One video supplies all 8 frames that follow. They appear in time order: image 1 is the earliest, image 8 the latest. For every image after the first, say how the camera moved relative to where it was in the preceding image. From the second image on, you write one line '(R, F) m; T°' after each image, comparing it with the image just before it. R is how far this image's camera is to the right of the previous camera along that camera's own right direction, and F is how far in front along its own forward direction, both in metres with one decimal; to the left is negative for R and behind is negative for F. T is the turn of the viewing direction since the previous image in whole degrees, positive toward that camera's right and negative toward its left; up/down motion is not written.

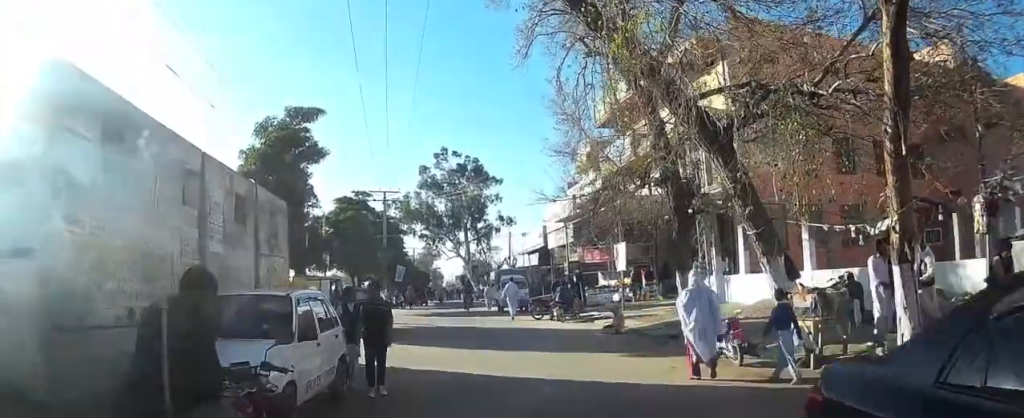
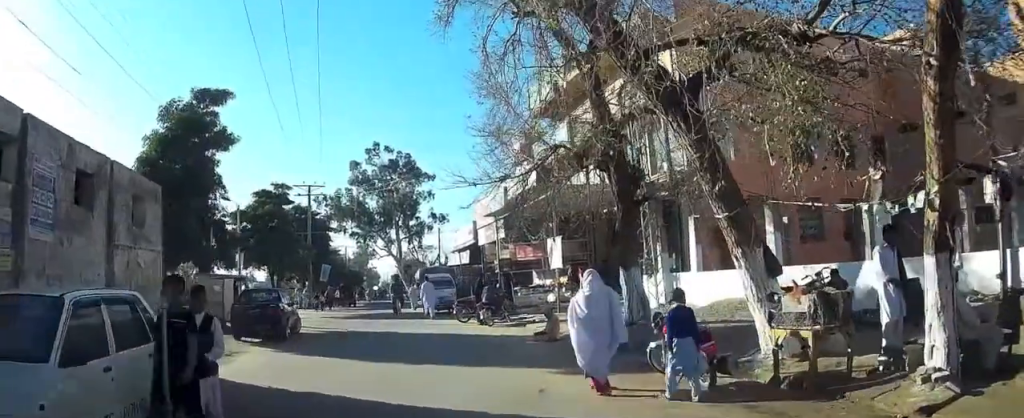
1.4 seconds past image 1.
(-0.1, +2.7) m; -4°
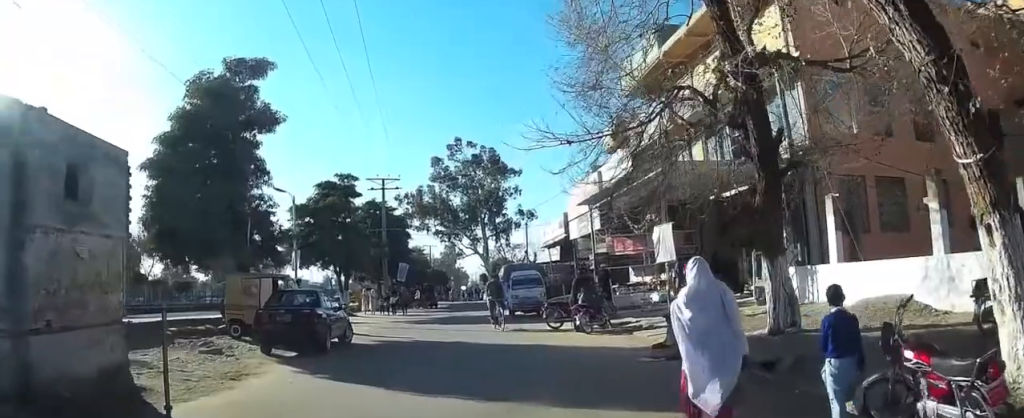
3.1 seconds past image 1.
(-0.5, +4.6) m; -12°
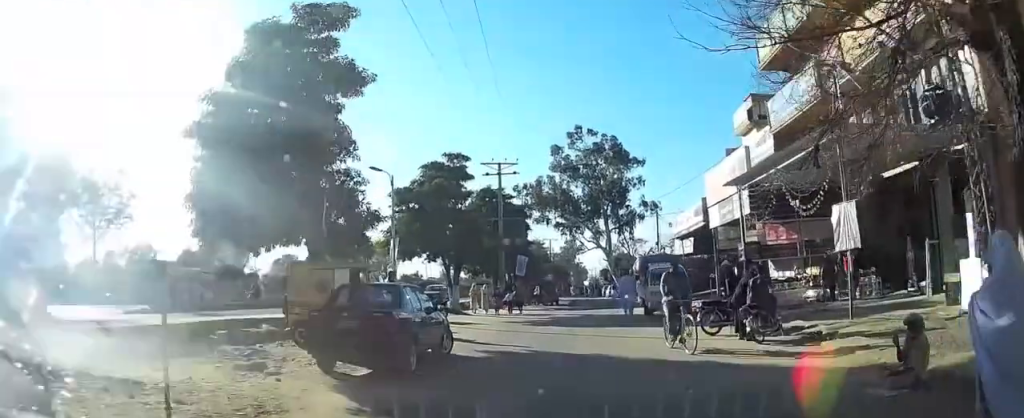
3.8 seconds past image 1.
(-0.1, +2.0) m; -2°
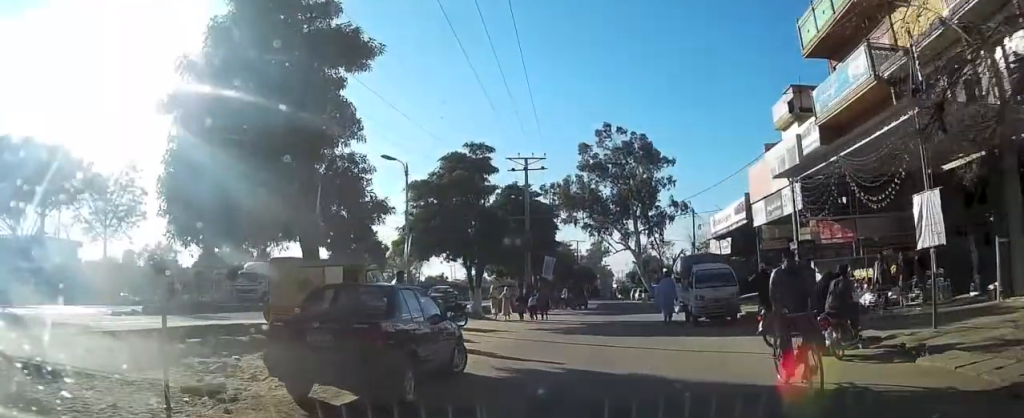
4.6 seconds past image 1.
(+0.1, +2.6) m; +2°
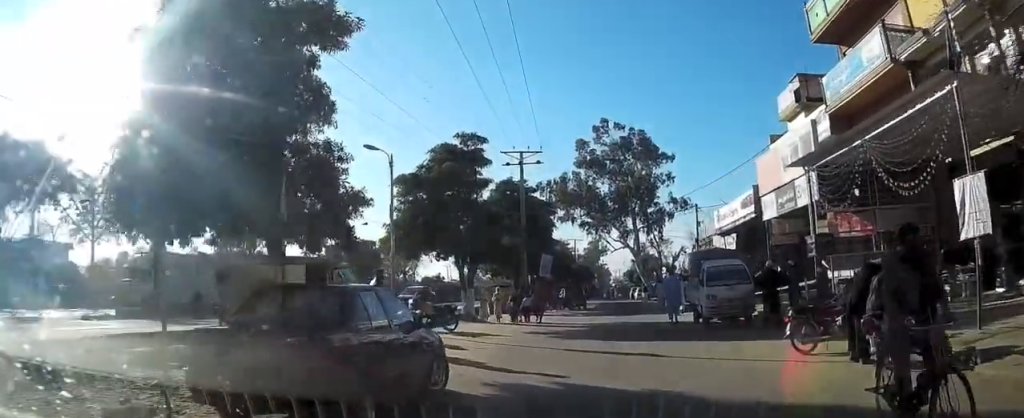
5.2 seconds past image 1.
(0.0, +1.7) m; -2°
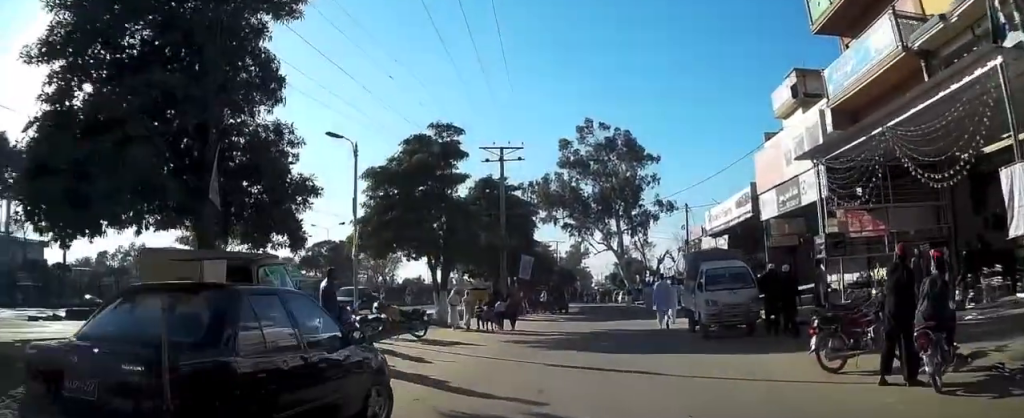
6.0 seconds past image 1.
(-0.1, +2.2) m; -2°
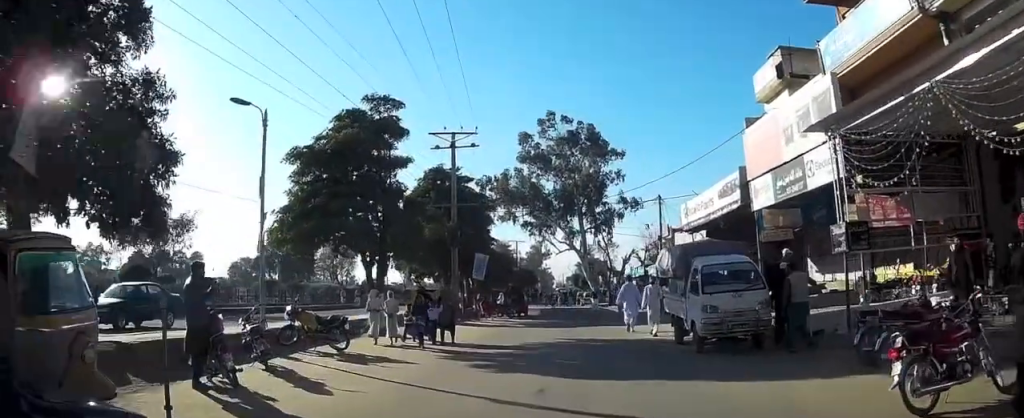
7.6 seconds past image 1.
(+0.2, +3.5) m; +6°
